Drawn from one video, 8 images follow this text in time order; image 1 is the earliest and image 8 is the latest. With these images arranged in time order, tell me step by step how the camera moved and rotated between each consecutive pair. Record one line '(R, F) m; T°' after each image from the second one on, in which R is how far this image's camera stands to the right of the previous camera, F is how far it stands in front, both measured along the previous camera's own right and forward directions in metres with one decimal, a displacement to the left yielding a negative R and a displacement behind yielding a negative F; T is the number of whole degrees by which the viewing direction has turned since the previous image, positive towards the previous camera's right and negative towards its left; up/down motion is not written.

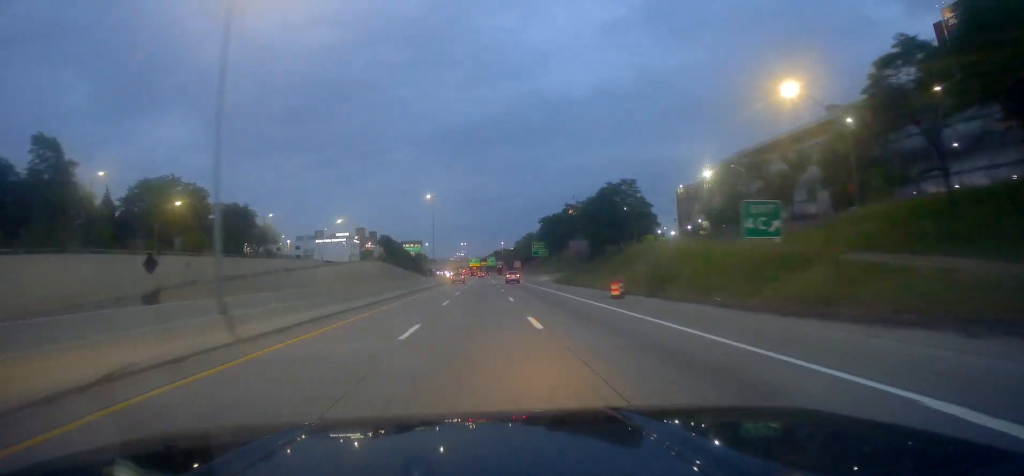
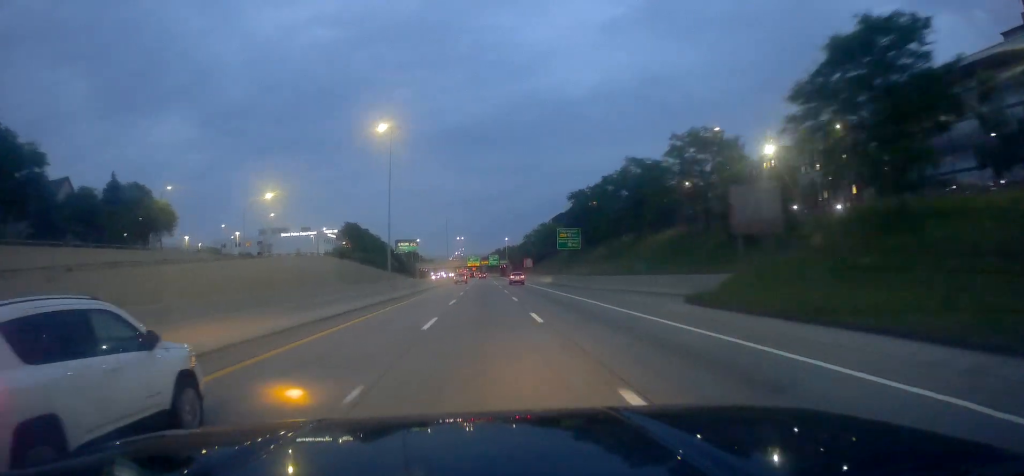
(+0.3, +44.4) m; -1°
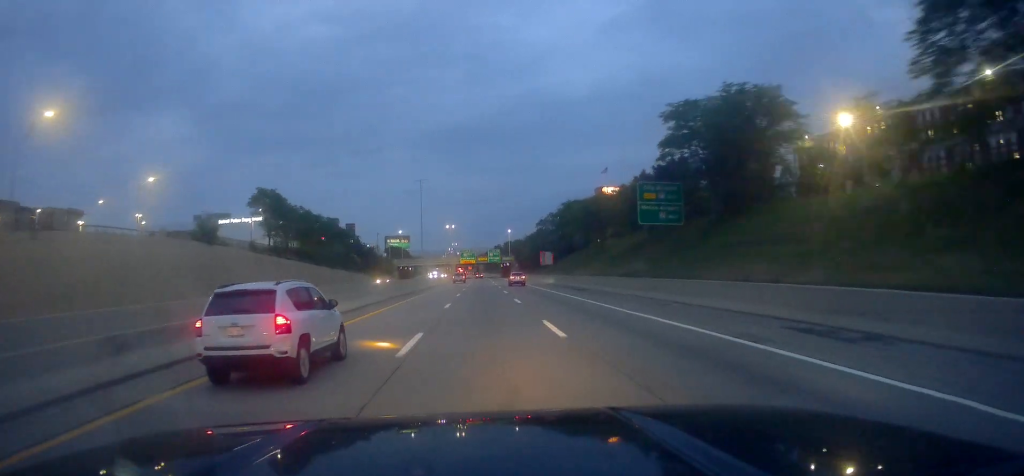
(-0.7, +48.8) m; +1°
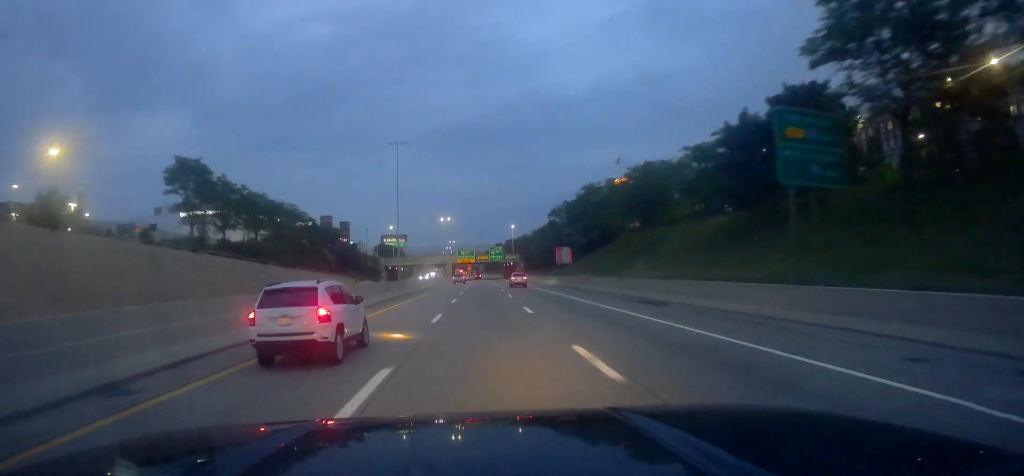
(+0.7, +21.7) m; 0°
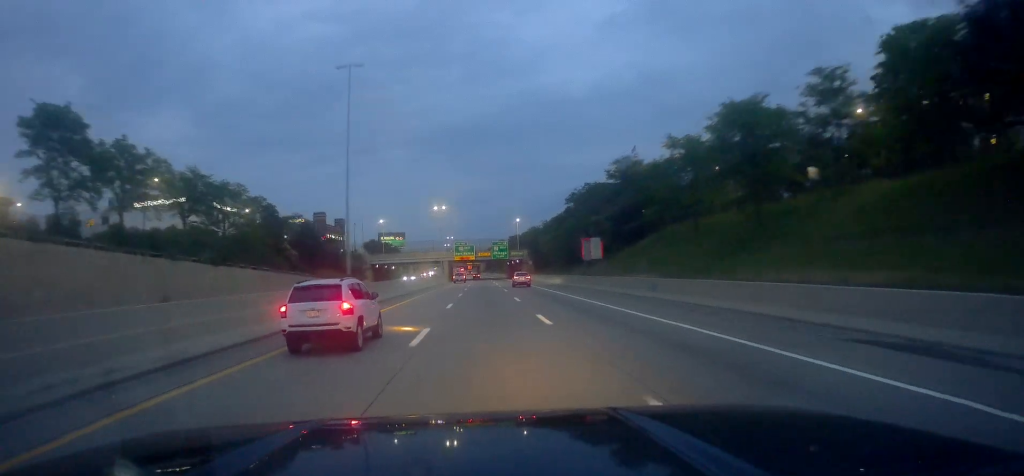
(0.0, +20.6) m; 0°
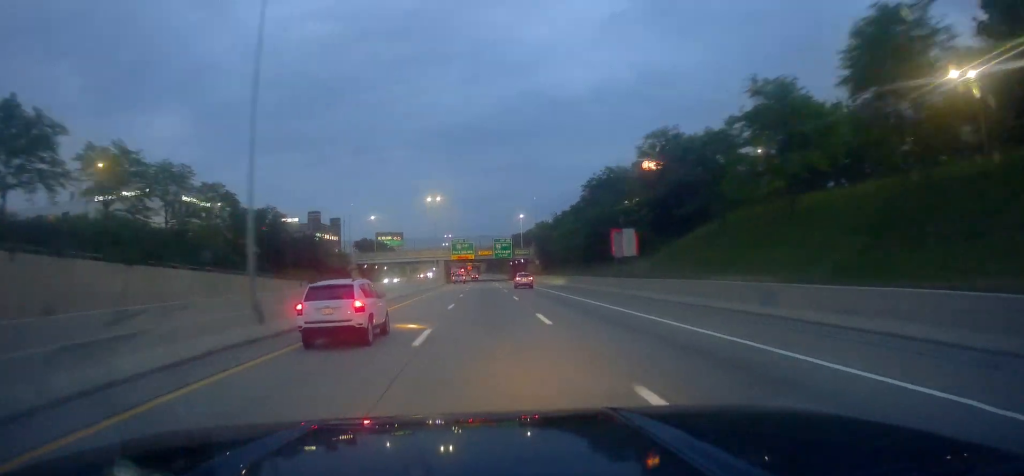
(-0.4, +14.1) m; 0°
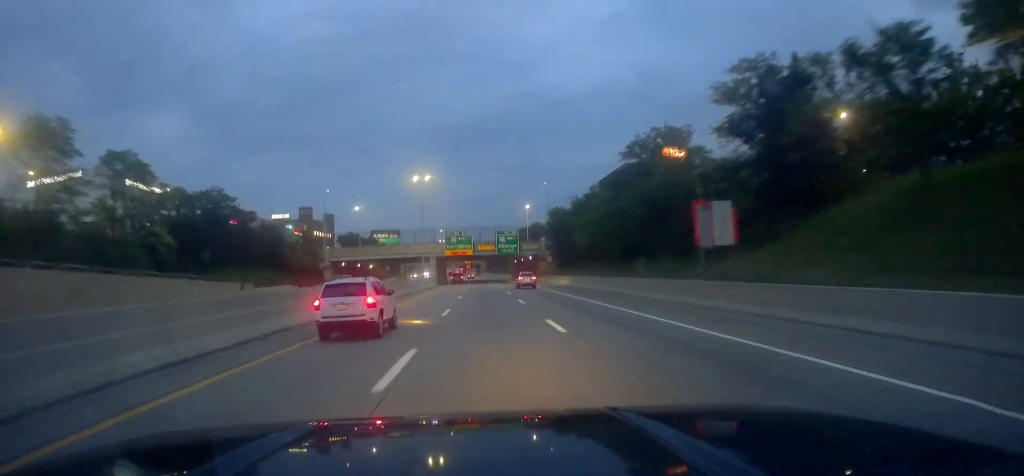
(0.0, +19.6) m; 0°
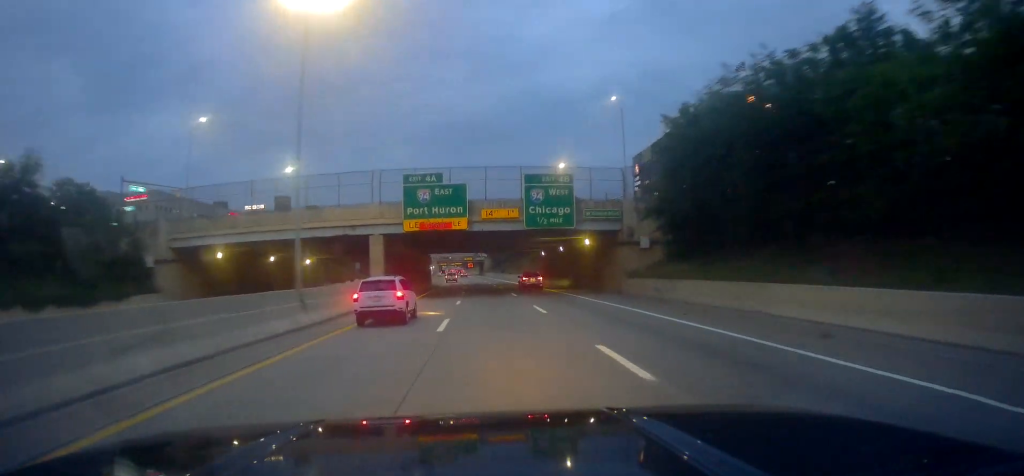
(+0.6, +51.6) m; +1°
